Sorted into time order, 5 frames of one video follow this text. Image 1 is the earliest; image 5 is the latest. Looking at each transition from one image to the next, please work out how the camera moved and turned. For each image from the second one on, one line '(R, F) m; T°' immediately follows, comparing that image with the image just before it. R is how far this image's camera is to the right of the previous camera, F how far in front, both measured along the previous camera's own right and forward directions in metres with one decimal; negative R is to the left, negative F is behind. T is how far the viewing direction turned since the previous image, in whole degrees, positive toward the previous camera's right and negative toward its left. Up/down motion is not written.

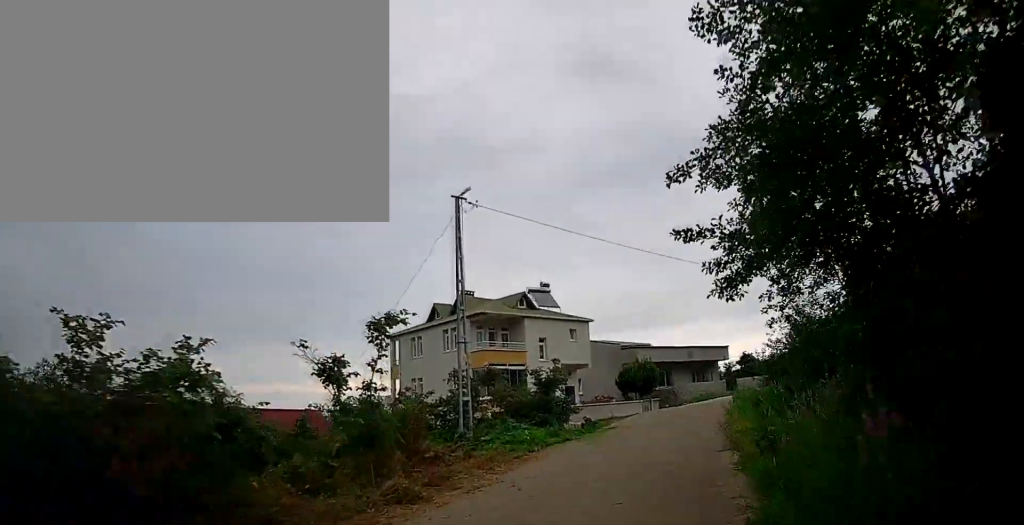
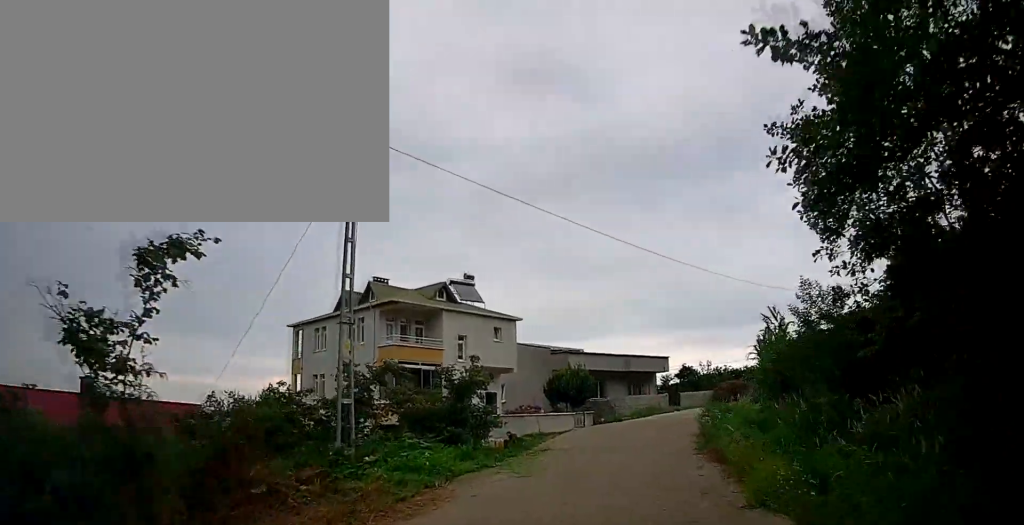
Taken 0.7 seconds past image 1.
(+0.3, +4.6) m; +8°
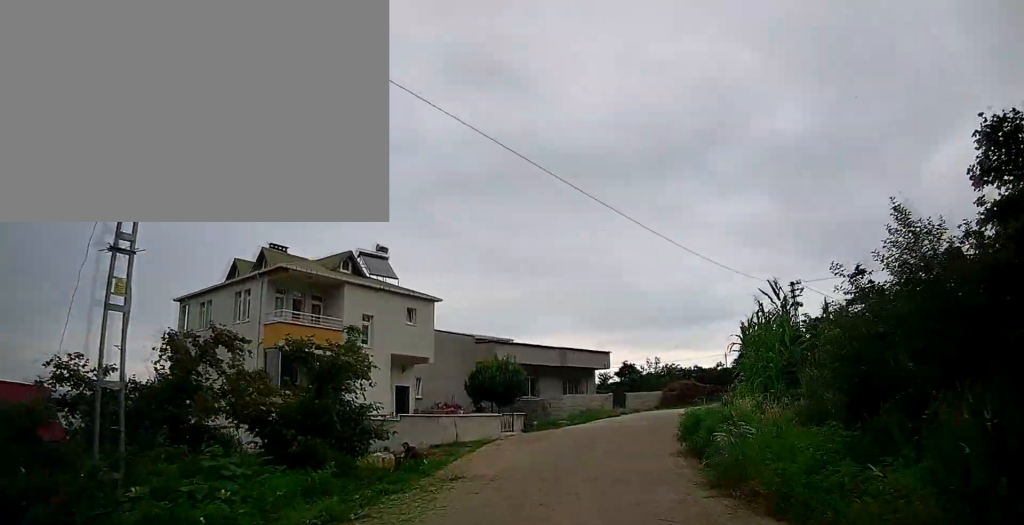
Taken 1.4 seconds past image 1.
(+0.4, +5.4) m; +7°
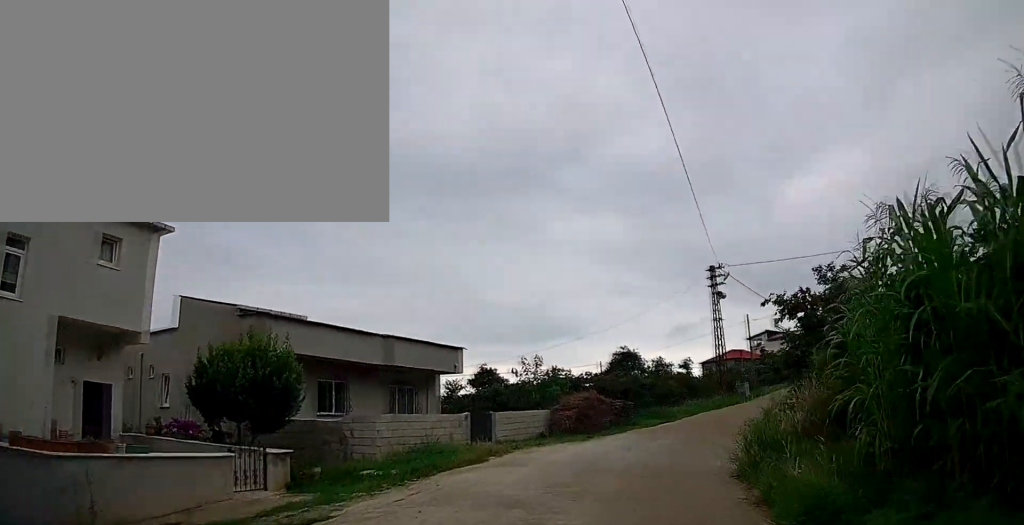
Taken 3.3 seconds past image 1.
(+2.1, +13.1) m; +21°
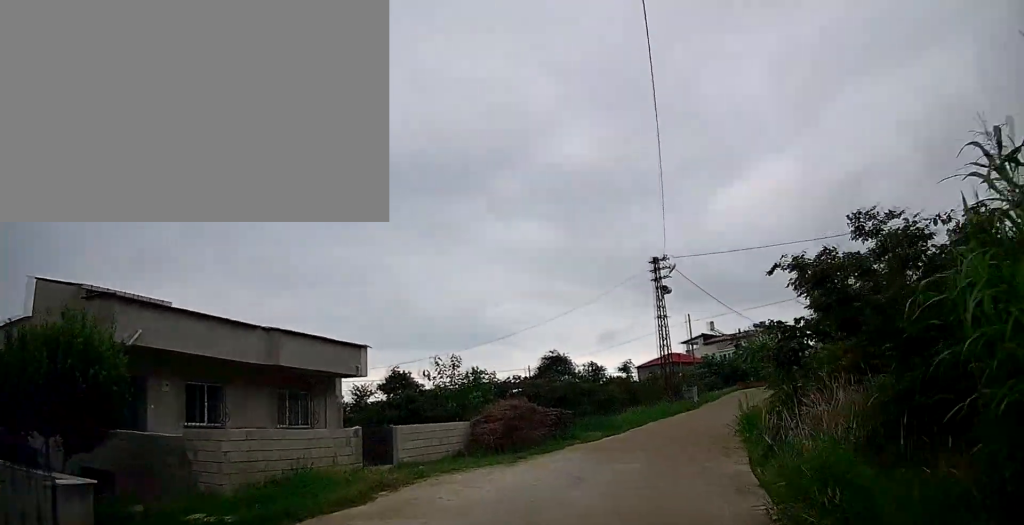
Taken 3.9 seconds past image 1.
(+0.3, +4.2) m; +6°
